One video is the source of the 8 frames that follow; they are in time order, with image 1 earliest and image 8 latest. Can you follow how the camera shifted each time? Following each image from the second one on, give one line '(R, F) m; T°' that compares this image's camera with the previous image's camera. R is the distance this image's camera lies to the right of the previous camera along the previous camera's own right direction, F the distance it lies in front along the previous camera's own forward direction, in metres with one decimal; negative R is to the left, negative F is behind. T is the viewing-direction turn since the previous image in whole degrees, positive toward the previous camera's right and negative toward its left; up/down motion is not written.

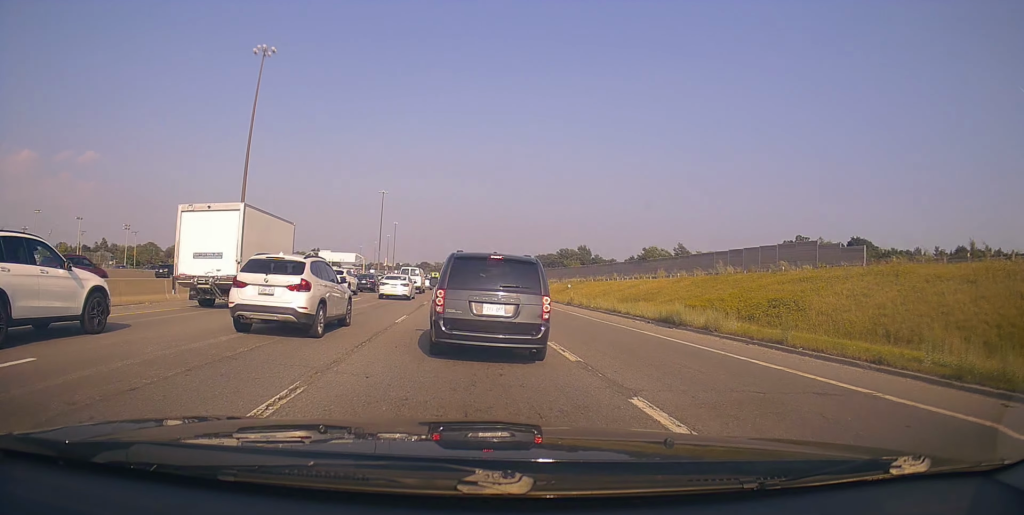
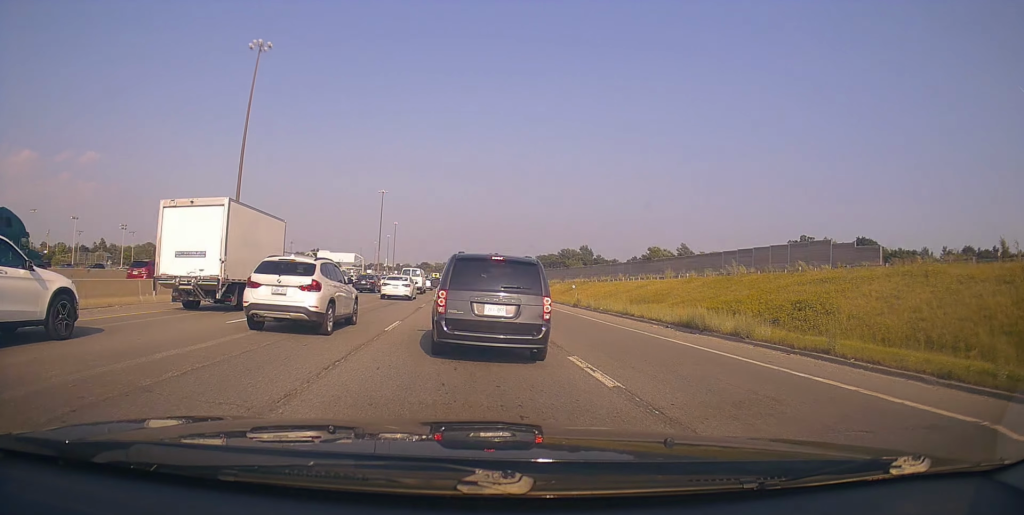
(0.0, +2.2) m; 0°
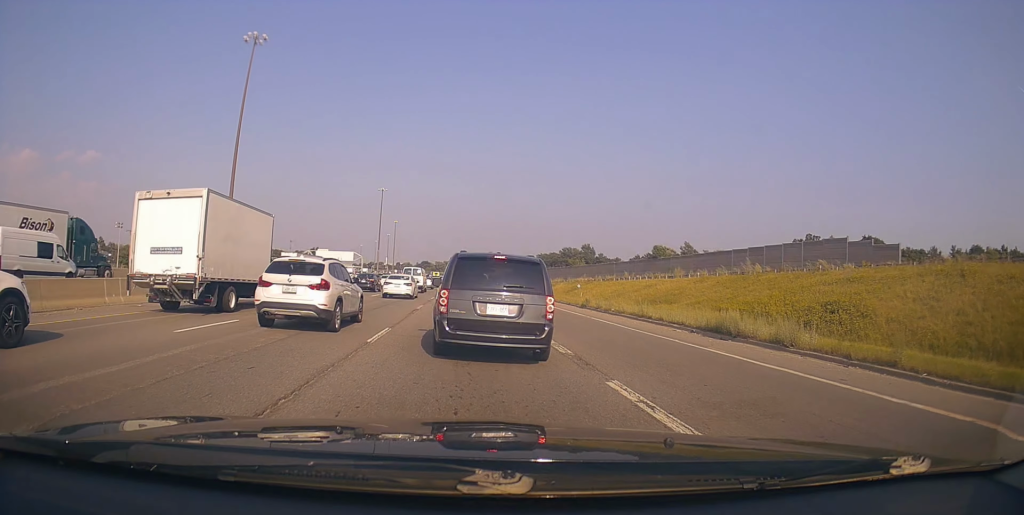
(0.0, +2.4) m; 0°
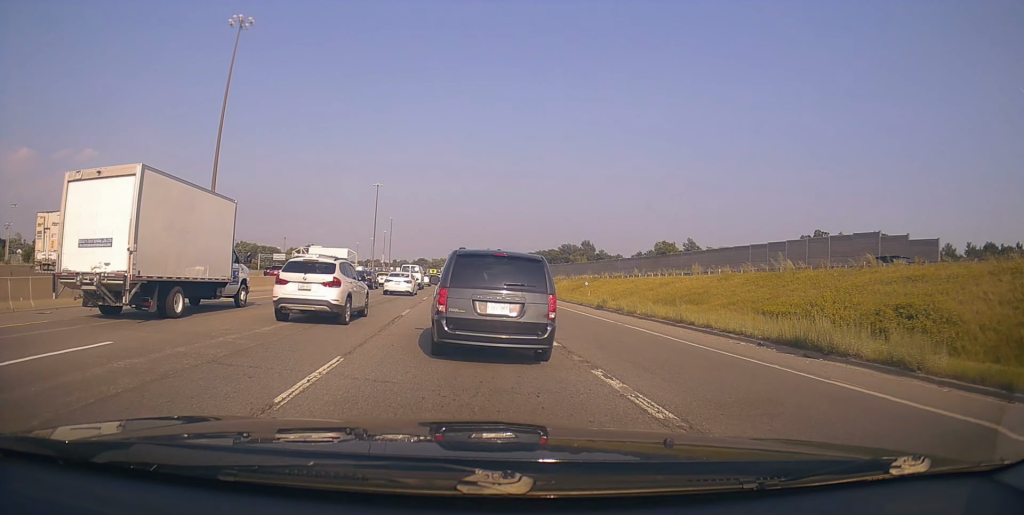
(0.0, +5.2) m; 0°
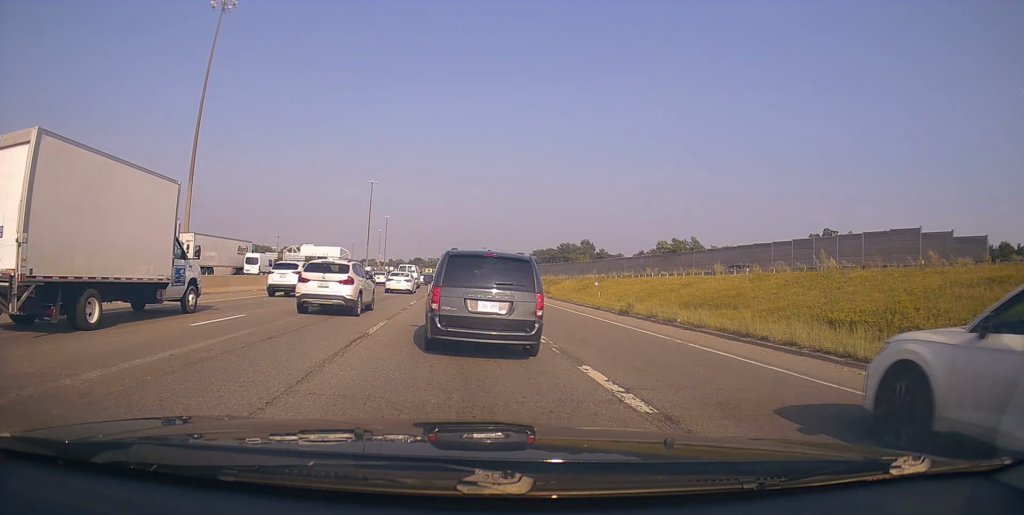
(0.0, +6.2) m; 0°
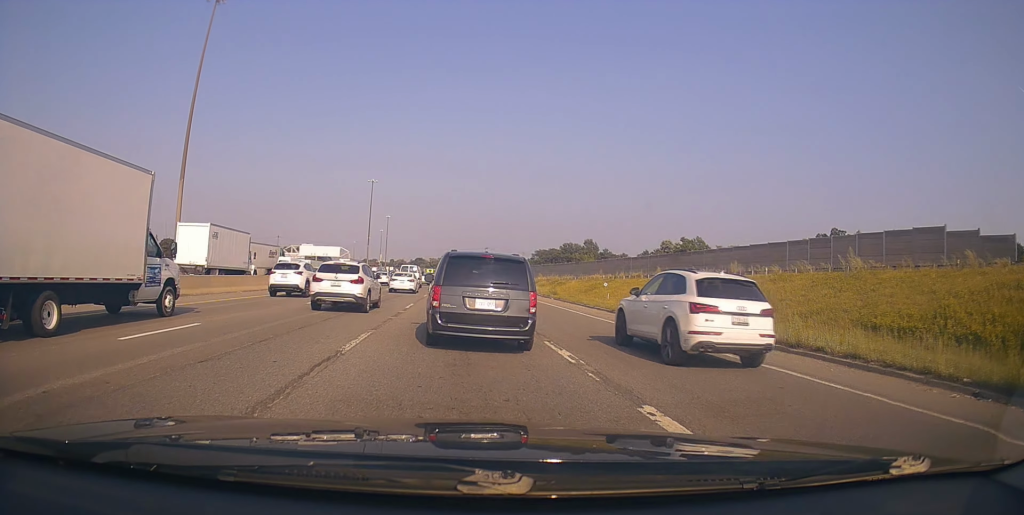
(0.0, +3.0) m; 0°
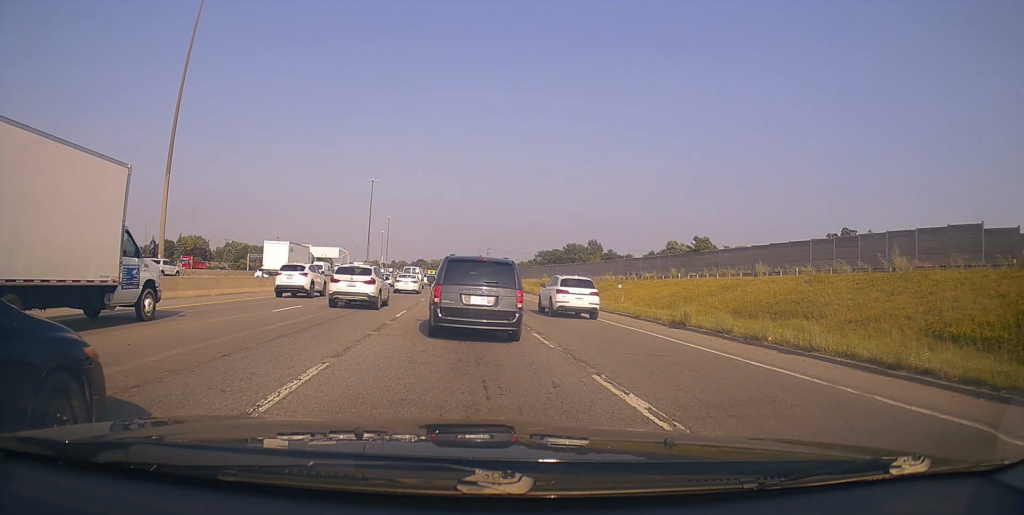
(0.0, +4.3) m; 0°
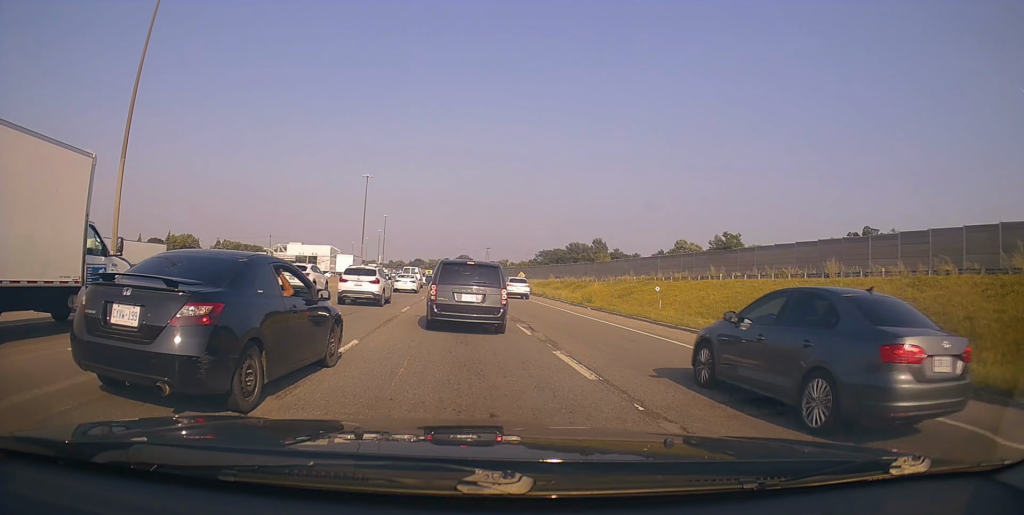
(0.0, +8.8) m; 0°
